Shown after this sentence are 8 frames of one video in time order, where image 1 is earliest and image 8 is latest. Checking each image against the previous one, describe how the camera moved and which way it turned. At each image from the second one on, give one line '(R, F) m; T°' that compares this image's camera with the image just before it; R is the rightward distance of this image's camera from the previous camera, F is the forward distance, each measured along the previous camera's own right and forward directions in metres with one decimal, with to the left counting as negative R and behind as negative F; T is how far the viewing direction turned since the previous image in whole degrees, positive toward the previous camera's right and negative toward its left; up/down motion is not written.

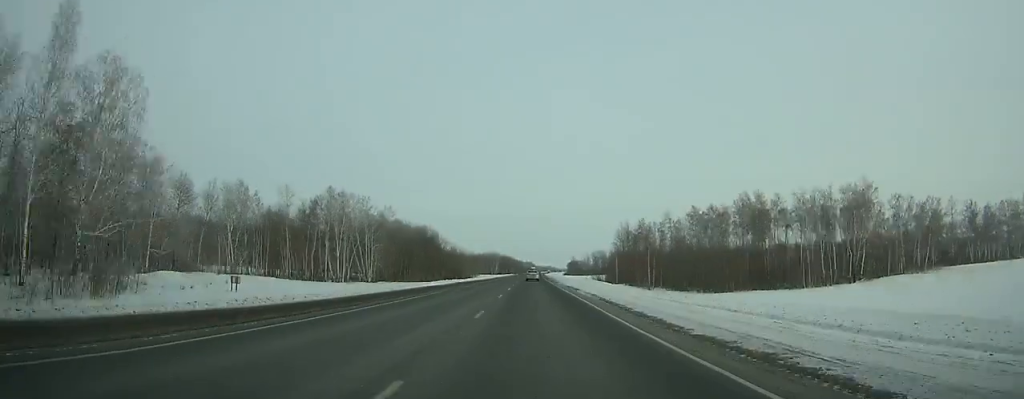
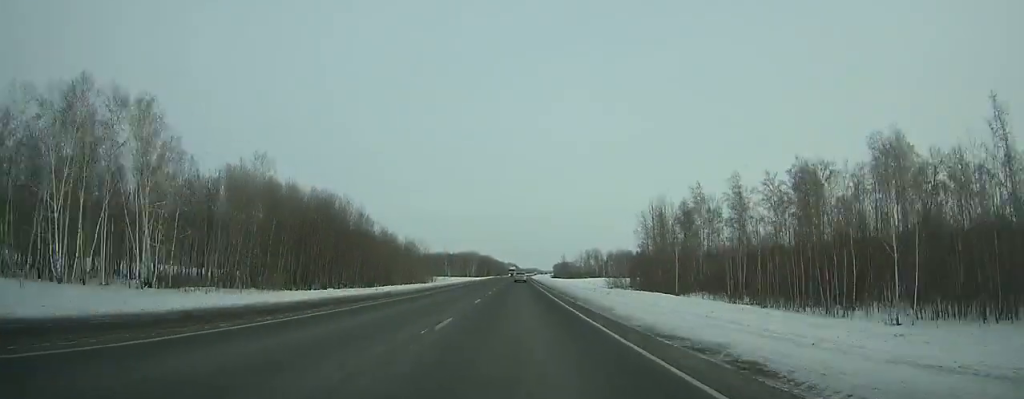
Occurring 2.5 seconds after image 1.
(+0.6, +64.2) m; +1°
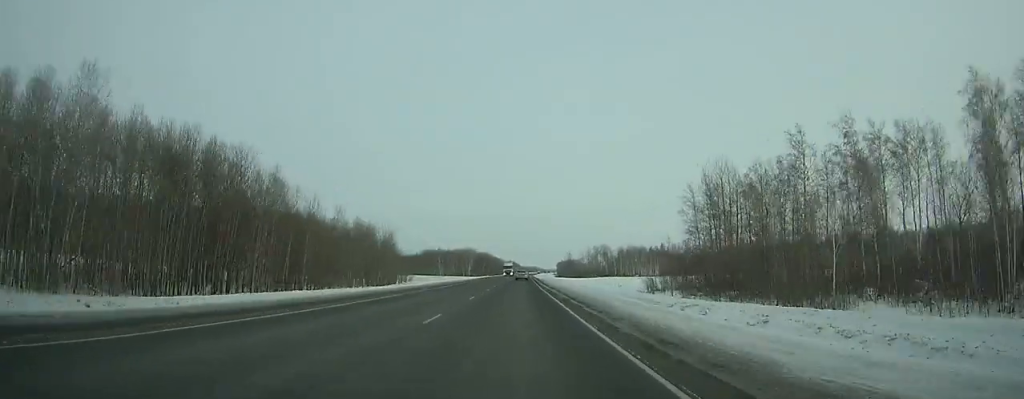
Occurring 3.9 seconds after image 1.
(0.0, +36.5) m; 0°
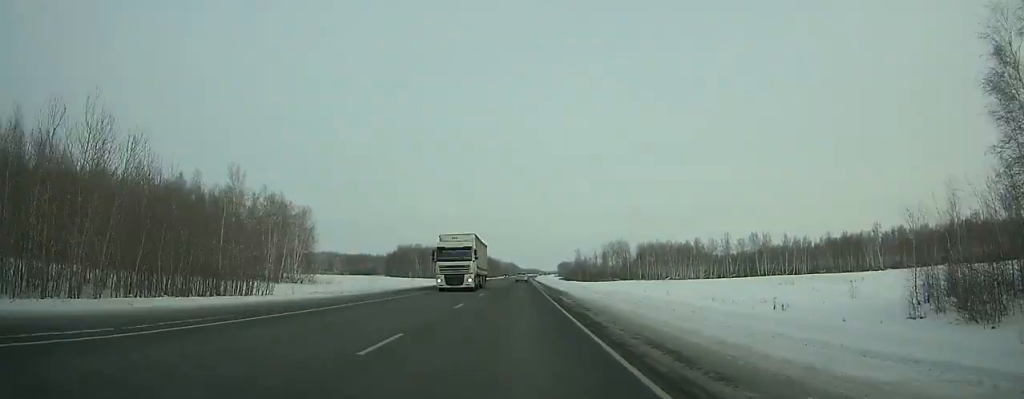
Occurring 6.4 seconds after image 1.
(-0.1, +65.9) m; 0°
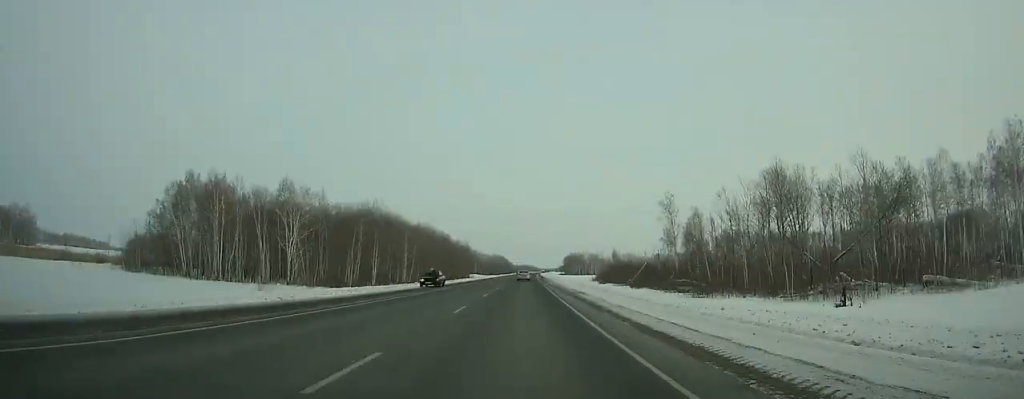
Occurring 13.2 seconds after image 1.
(+1.1, +183.6) m; +1°
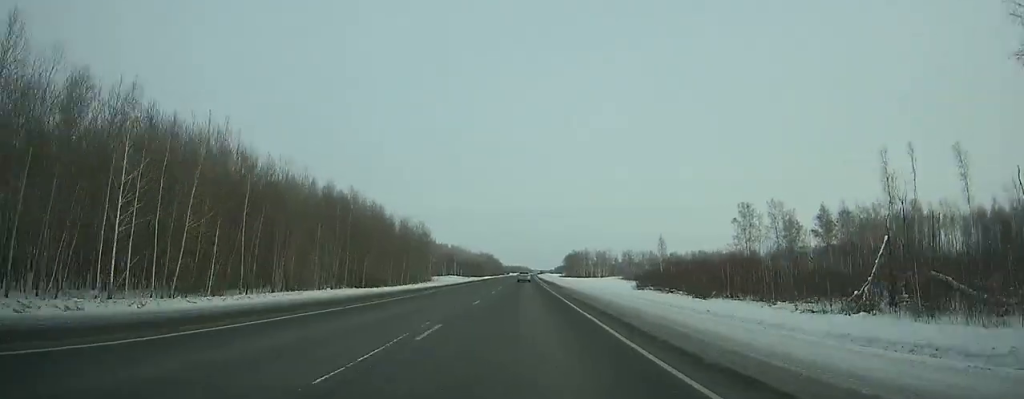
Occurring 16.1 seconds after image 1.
(+0.5, +78.8) m; +1°
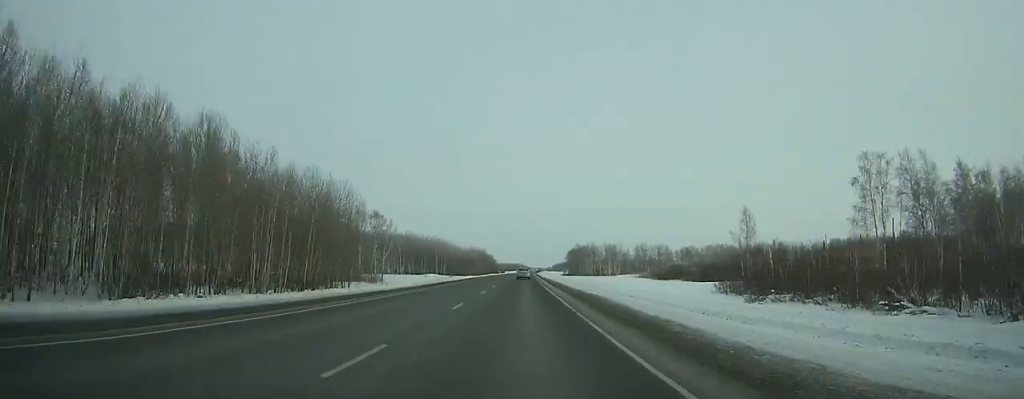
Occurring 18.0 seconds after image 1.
(+0.2, +51.5) m; 0°
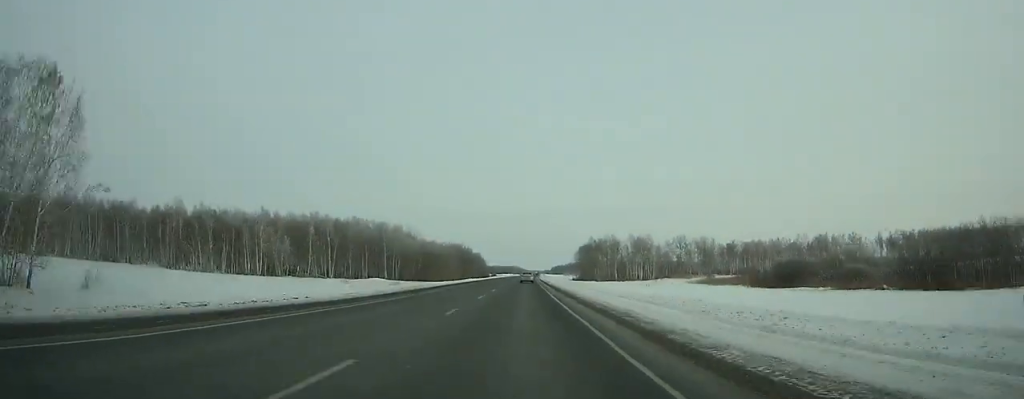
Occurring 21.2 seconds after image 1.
(+0.2, +86.1) m; 0°
